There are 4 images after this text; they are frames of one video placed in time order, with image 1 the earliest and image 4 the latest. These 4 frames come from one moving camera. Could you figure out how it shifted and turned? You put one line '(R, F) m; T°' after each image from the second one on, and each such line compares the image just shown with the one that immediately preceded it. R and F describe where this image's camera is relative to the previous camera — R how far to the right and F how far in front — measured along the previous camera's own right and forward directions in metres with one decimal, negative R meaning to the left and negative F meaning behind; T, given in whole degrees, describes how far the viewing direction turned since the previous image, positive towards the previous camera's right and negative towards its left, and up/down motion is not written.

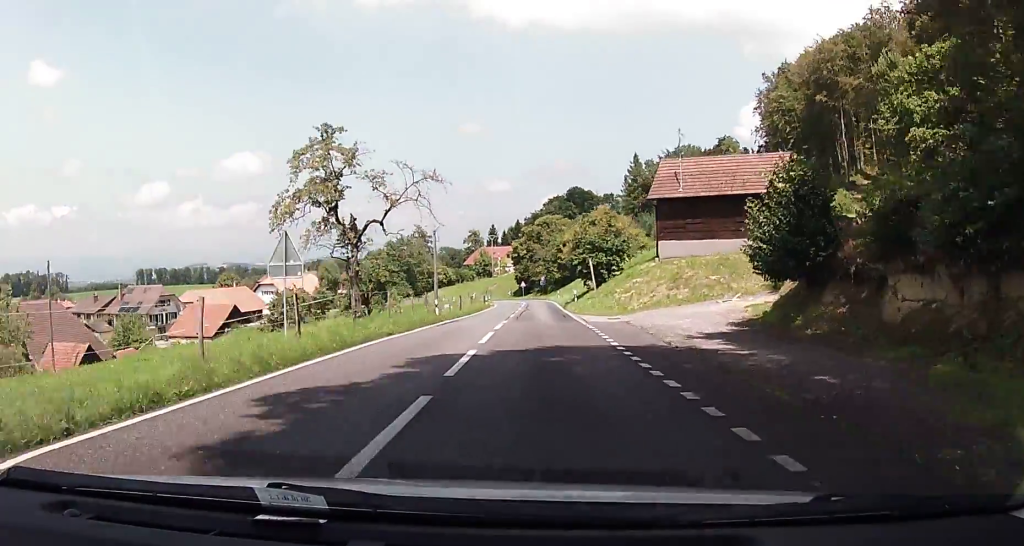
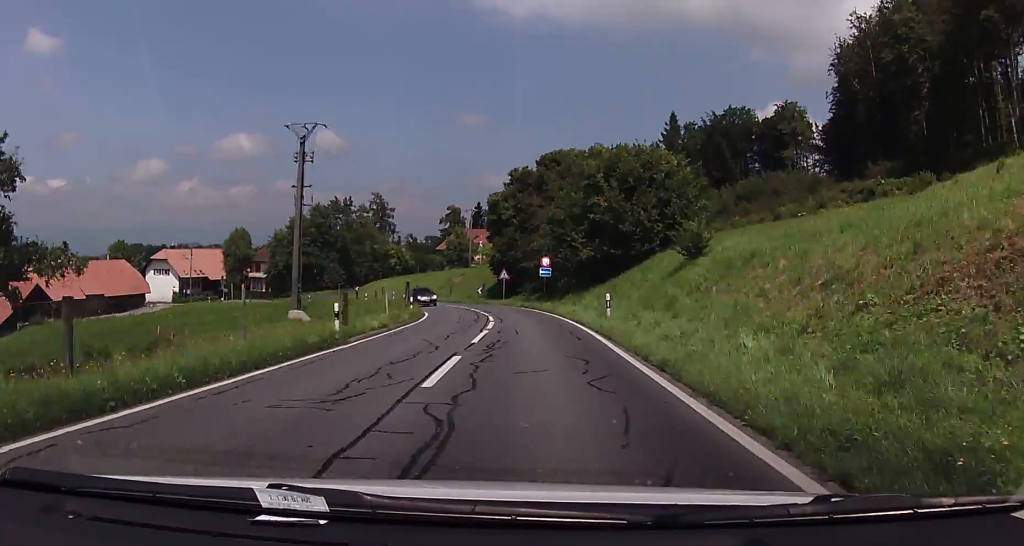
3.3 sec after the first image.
(+1.2, +55.6) m; +2°
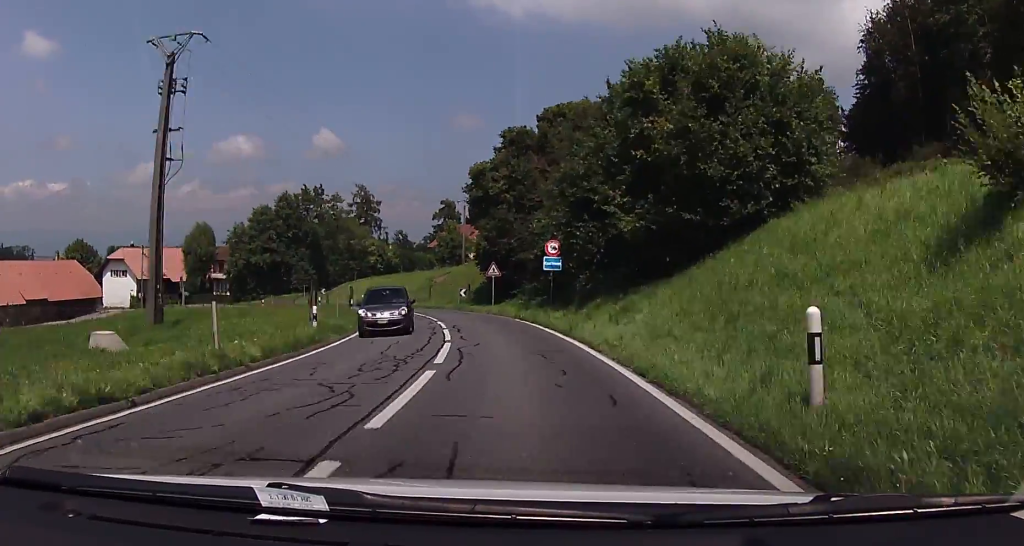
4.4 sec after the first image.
(-0.2, +17.0) m; -3°
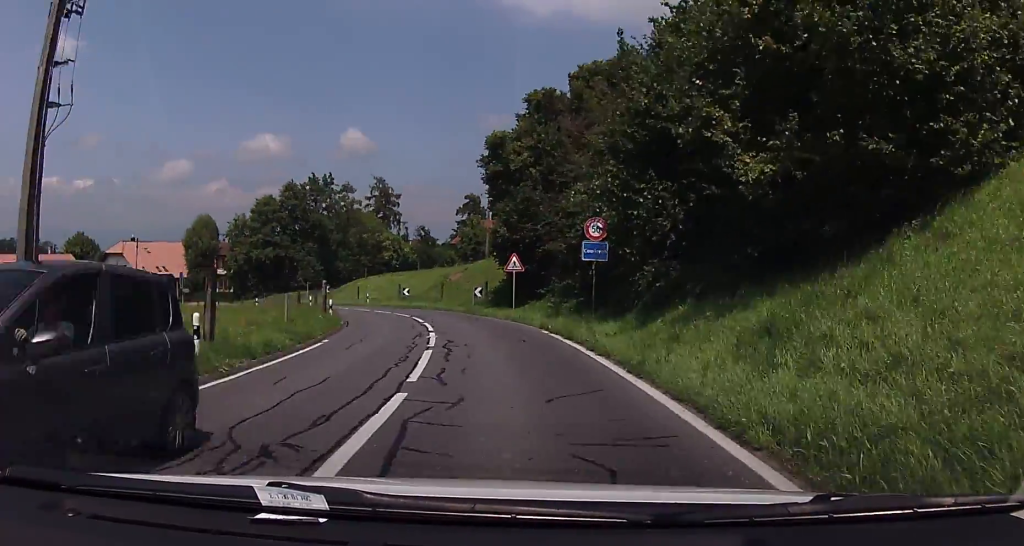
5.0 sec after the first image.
(-0.3, +9.0) m; -3°
